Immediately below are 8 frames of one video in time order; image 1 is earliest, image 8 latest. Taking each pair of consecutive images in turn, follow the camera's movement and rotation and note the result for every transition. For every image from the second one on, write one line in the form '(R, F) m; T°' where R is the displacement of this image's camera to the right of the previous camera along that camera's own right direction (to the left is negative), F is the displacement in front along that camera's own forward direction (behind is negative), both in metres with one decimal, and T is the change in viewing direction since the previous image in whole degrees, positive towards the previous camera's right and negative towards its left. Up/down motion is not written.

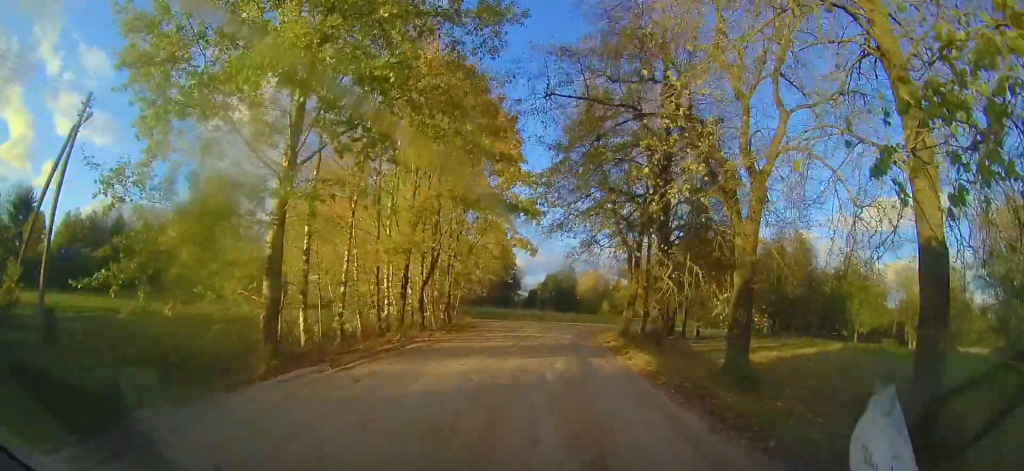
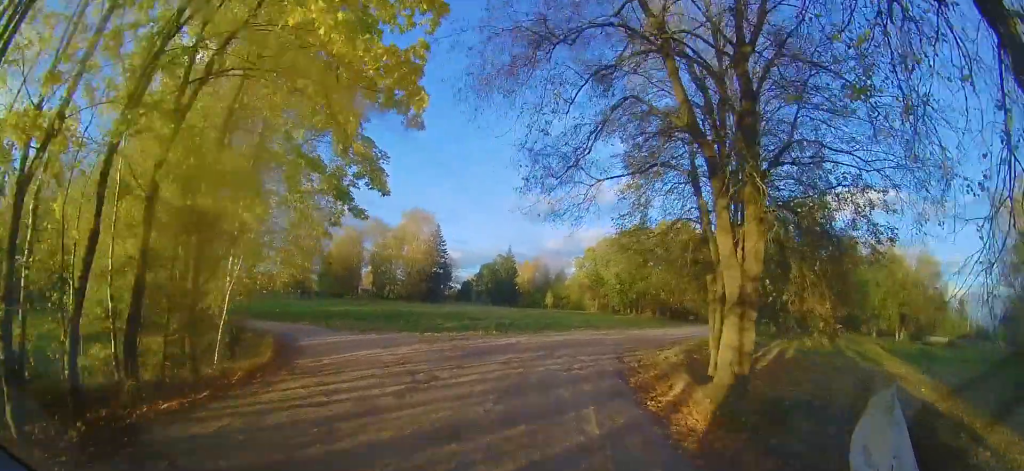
(+1.8, +15.0) m; +17°
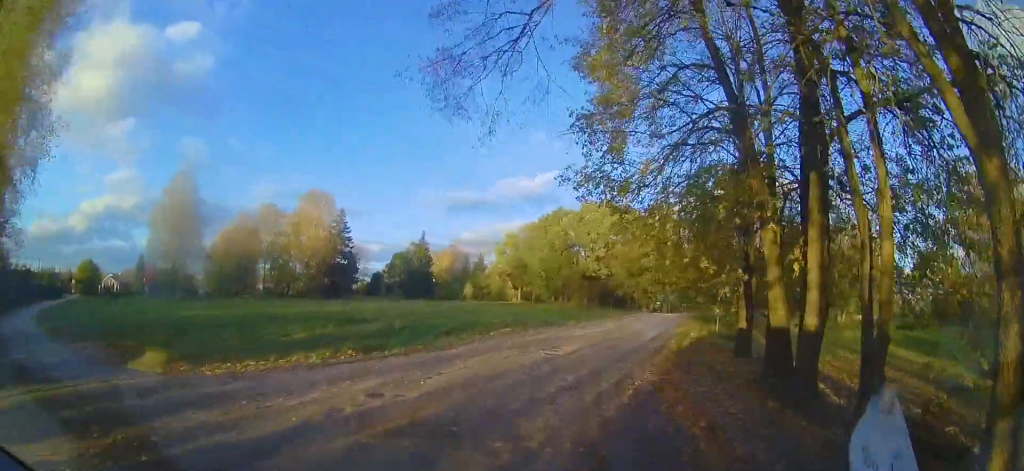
(+1.0, +8.5) m; +11°
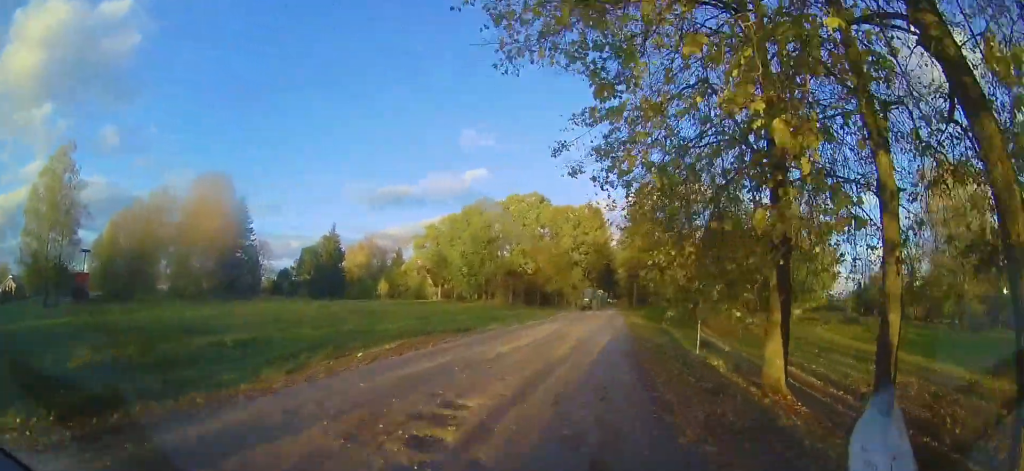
(+0.4, +6.2) m; +6°
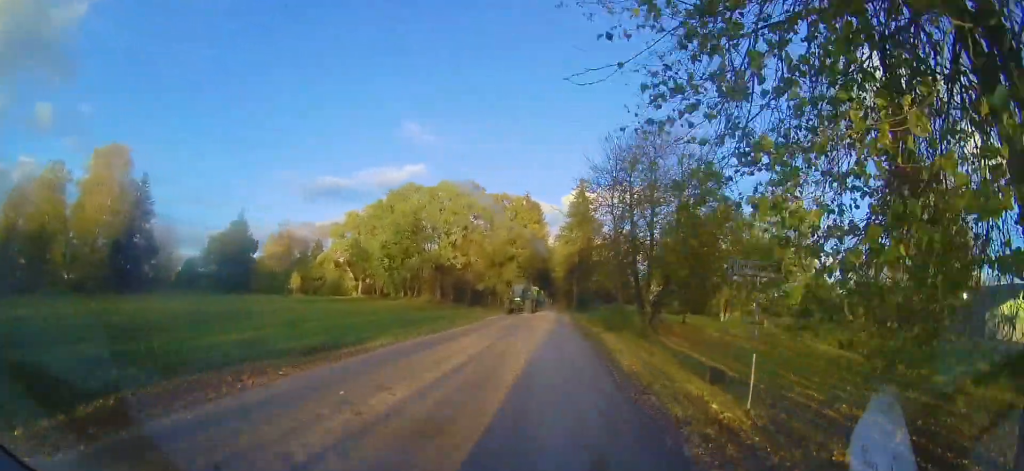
(+0.3, +7.7) m; +5°
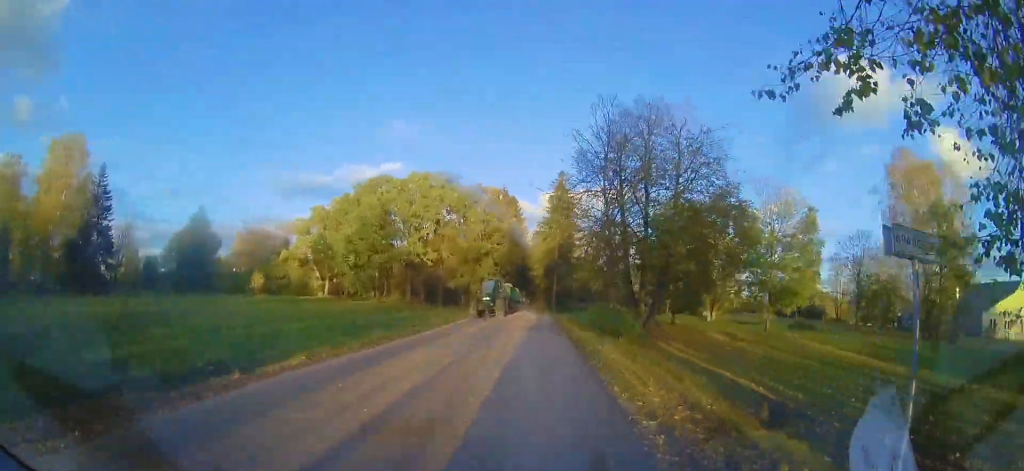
(+0.2, +4.2) m; +2°
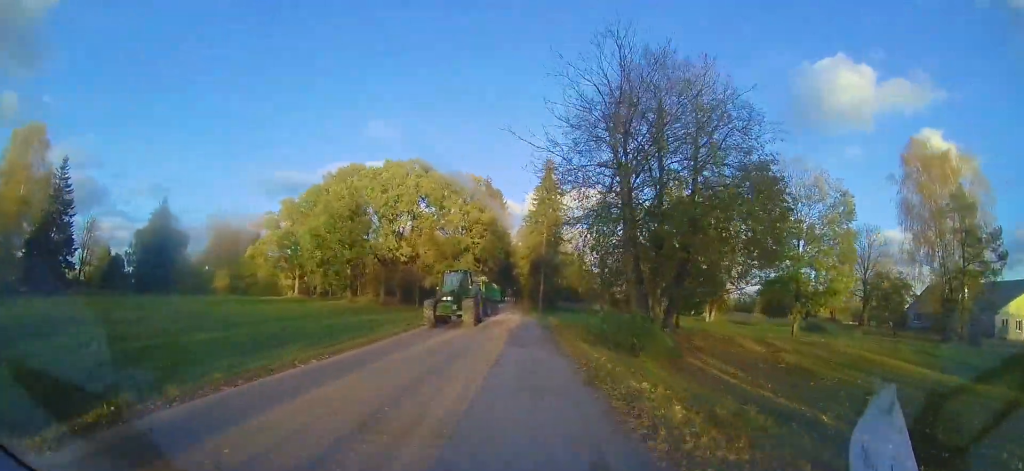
(+0.2, +5.9) m; +1°
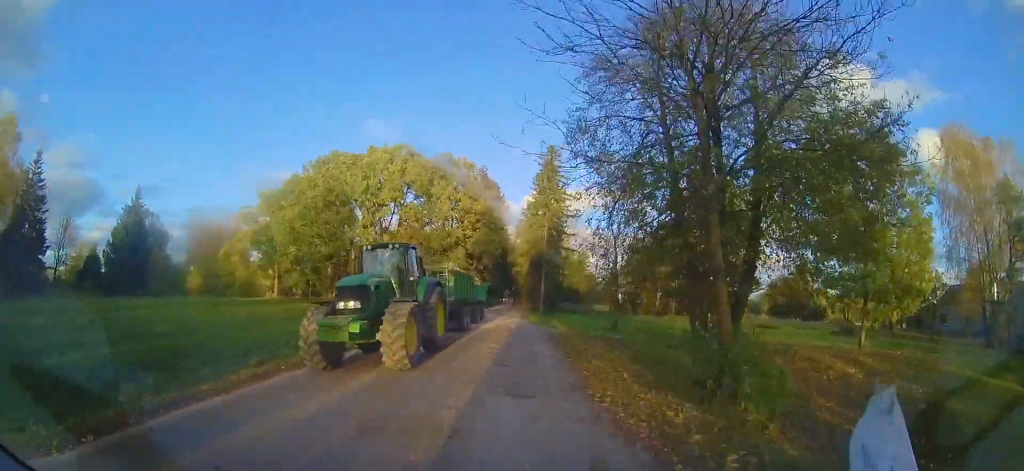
(+0.2, +6.5) m; -3°
